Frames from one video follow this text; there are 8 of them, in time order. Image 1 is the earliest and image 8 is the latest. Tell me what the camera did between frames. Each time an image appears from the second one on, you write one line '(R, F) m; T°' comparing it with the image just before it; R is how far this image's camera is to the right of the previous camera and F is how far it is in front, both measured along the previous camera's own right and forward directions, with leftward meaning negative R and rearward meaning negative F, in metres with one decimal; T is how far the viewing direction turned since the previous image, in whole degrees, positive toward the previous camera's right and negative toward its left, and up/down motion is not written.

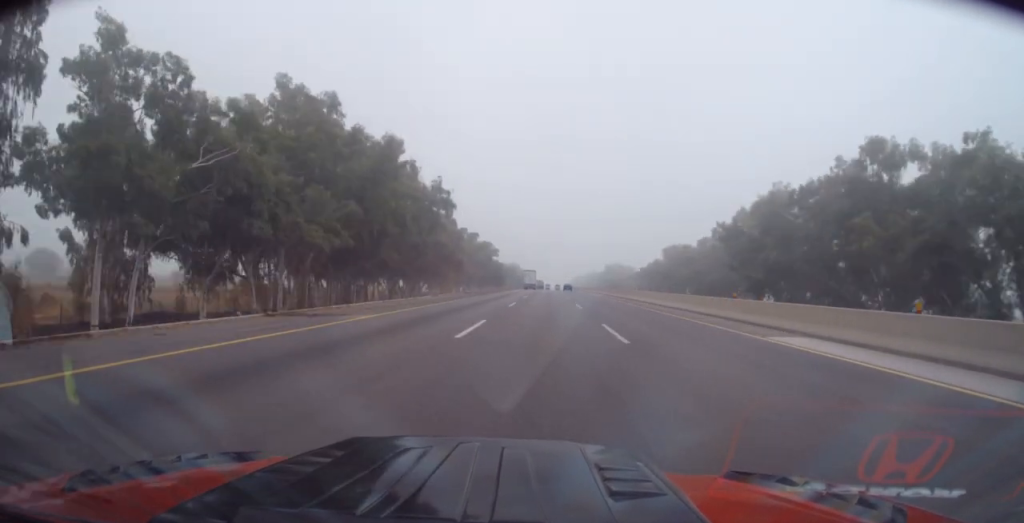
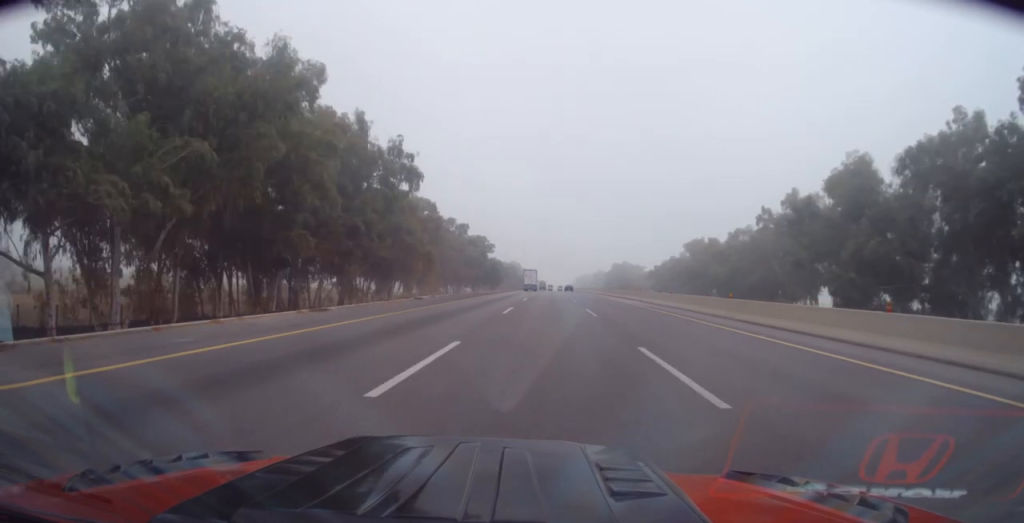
(+0.1, +24.7) m; 0°
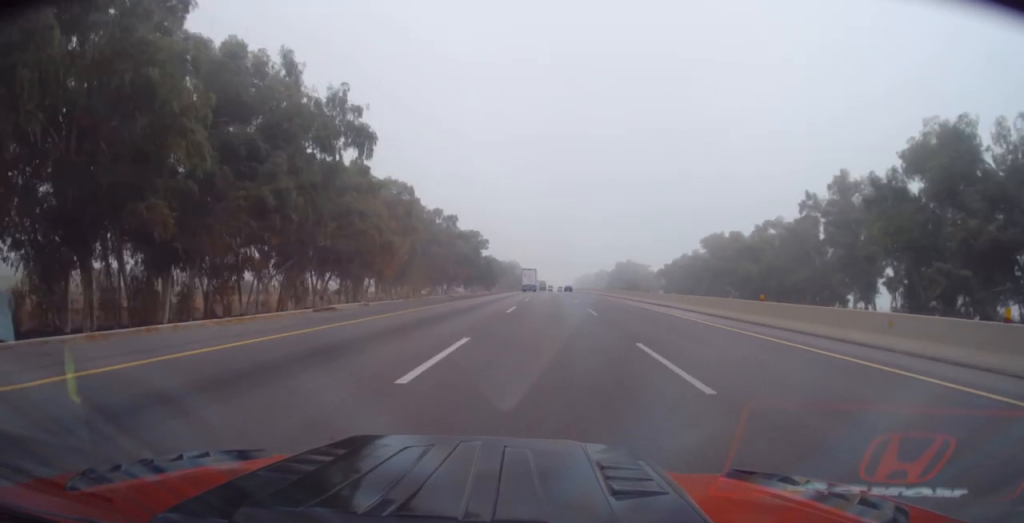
(-0.2, +17.0) m; 0°
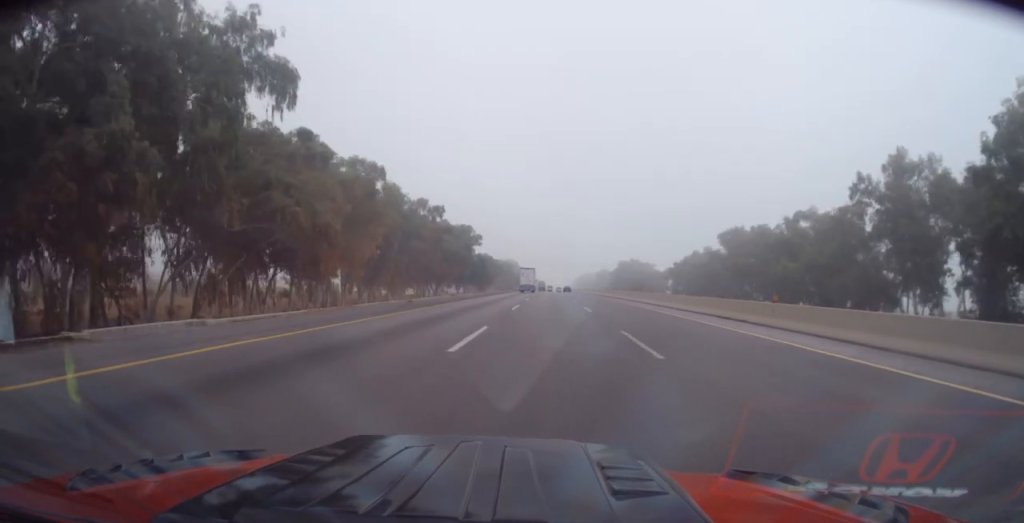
(+0.2, +14.4) m; 0°
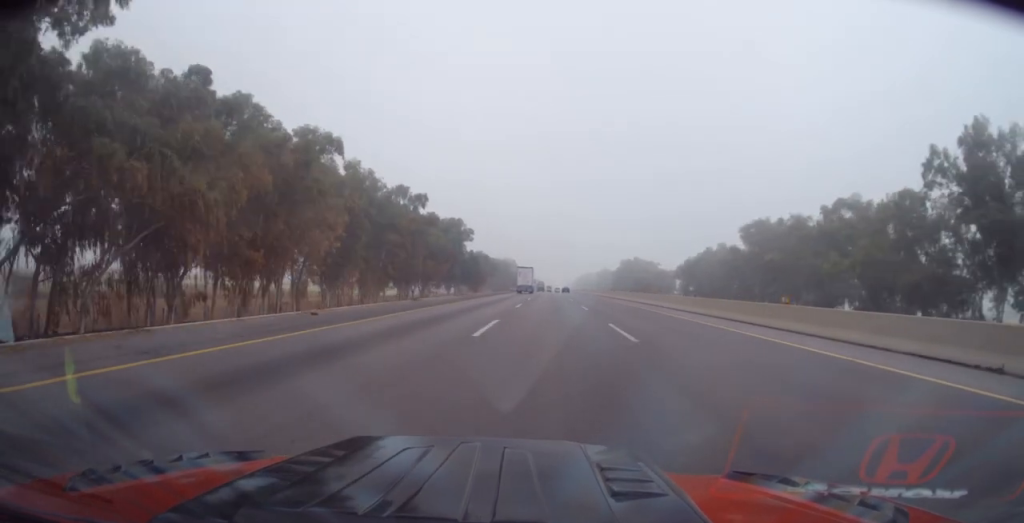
(0.0, +14.4) m; 0°
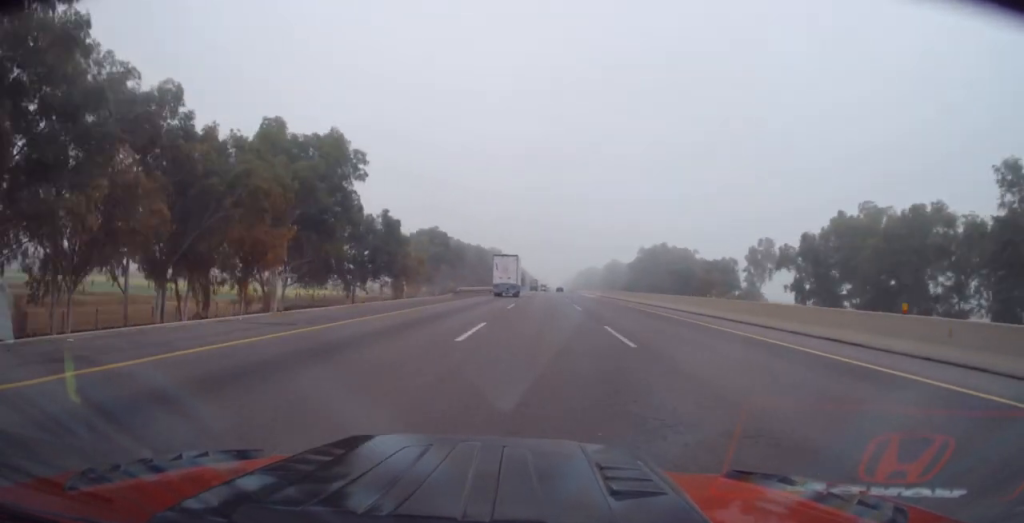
(+0.6, +73.1) m; 0°
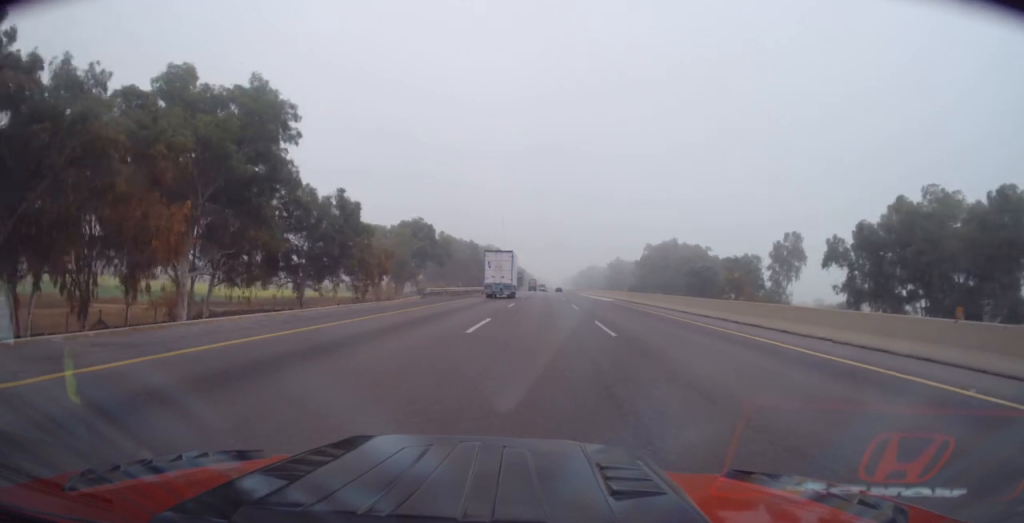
(-0.2, +15.3) m; 0°
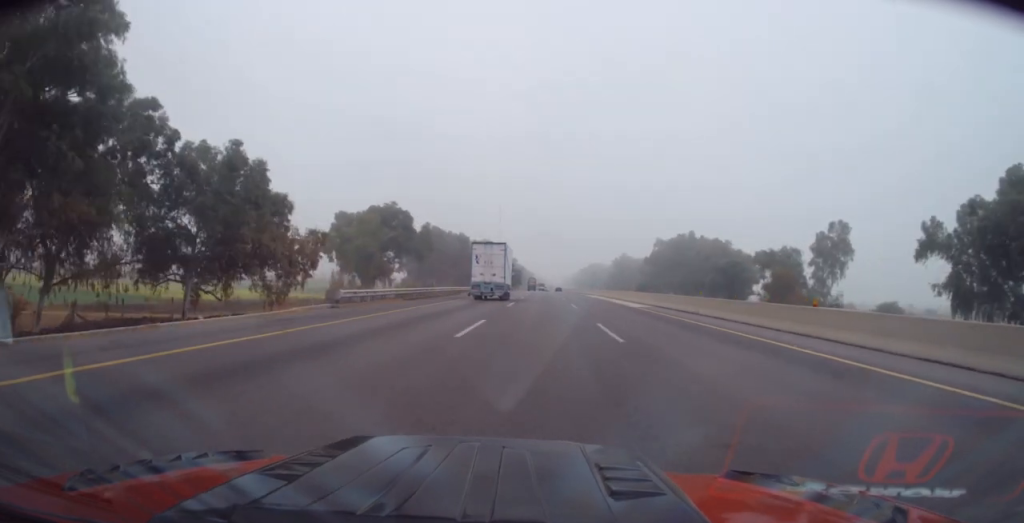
(+0.1, +19.5) m; 0°
